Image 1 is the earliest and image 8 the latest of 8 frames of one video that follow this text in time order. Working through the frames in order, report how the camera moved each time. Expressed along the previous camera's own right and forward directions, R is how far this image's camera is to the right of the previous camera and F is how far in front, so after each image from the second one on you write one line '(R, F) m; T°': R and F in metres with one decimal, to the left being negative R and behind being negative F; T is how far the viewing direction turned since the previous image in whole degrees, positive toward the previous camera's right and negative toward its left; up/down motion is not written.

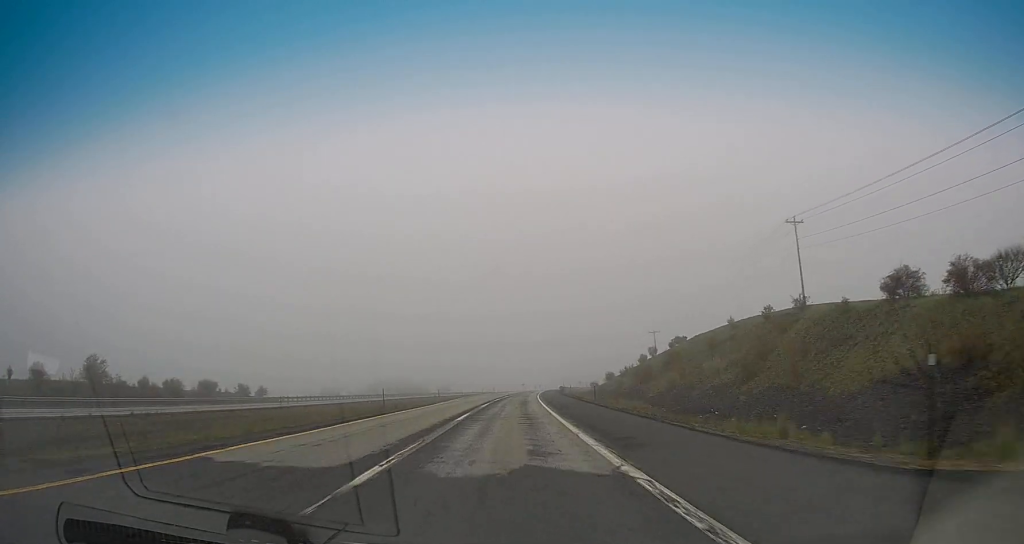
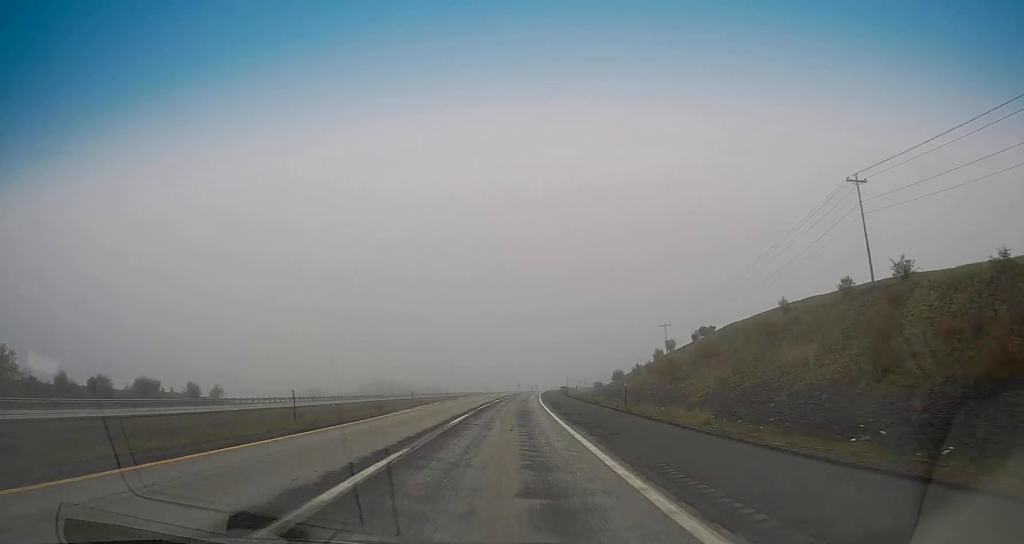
(0.0, +16.5) m; +1°
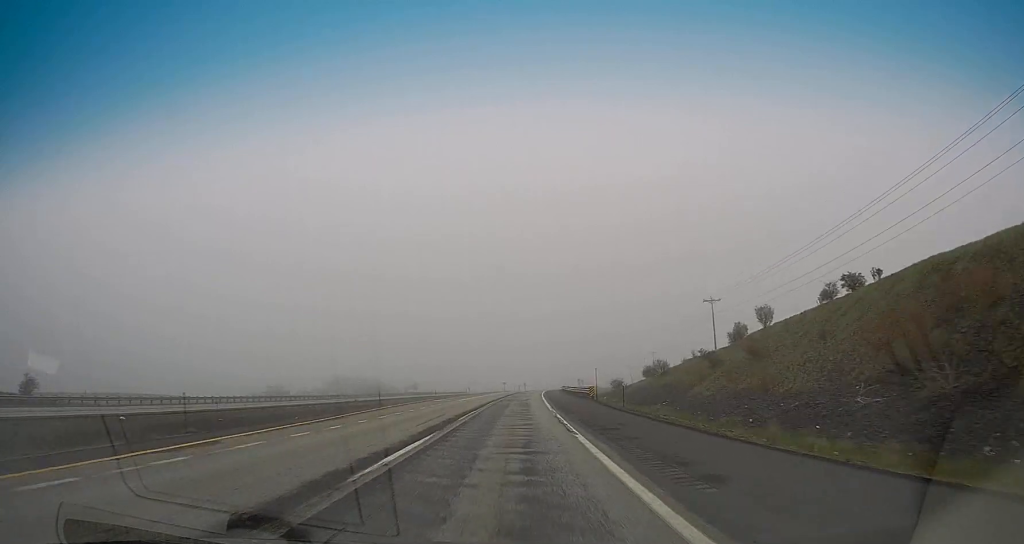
(+0.7, +41.7) m; +1°
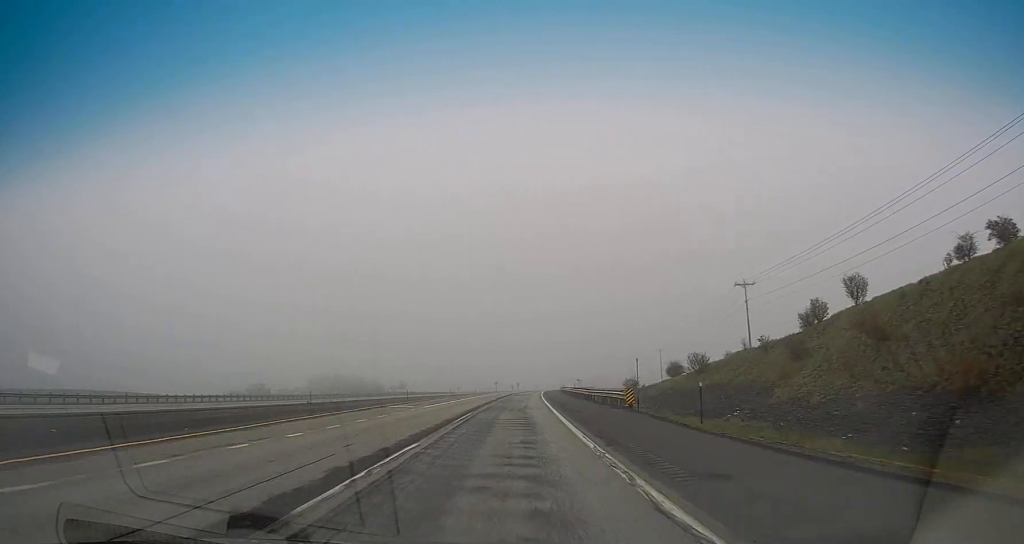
(0.0, +17.5) m; 0°
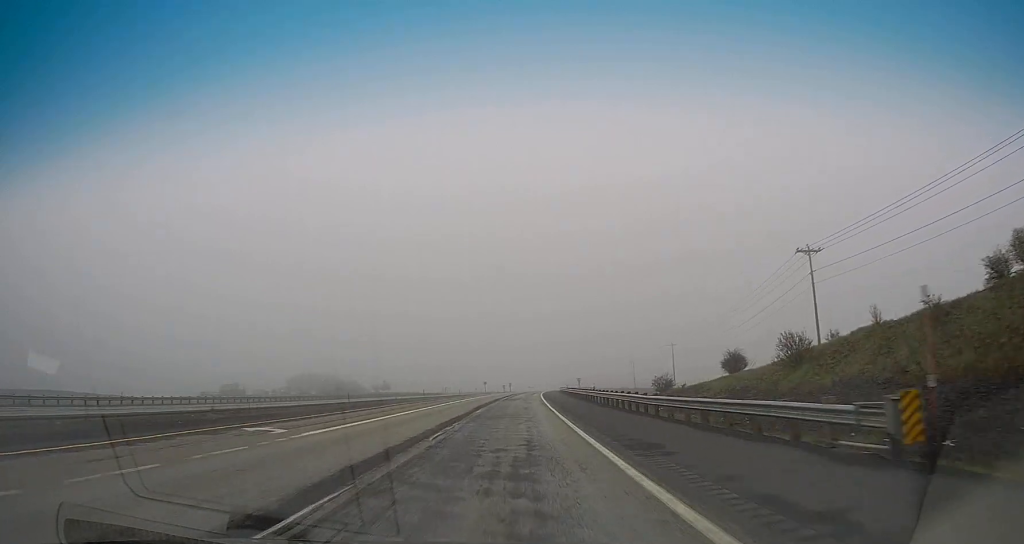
(0.0, +21.4) m; 0°
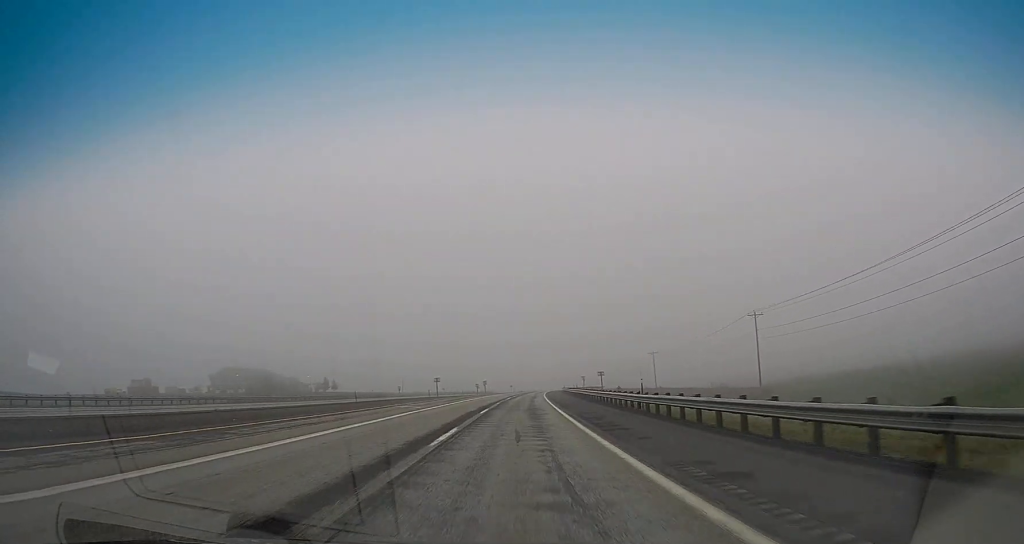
(+1.3, +62.5) m; +3°
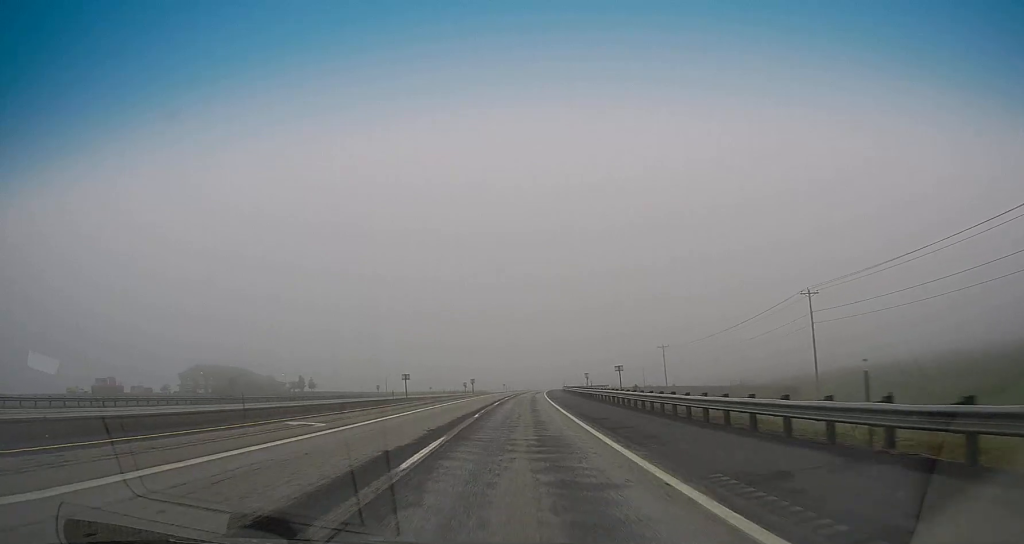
(+0.1, +19.5) m; +1°
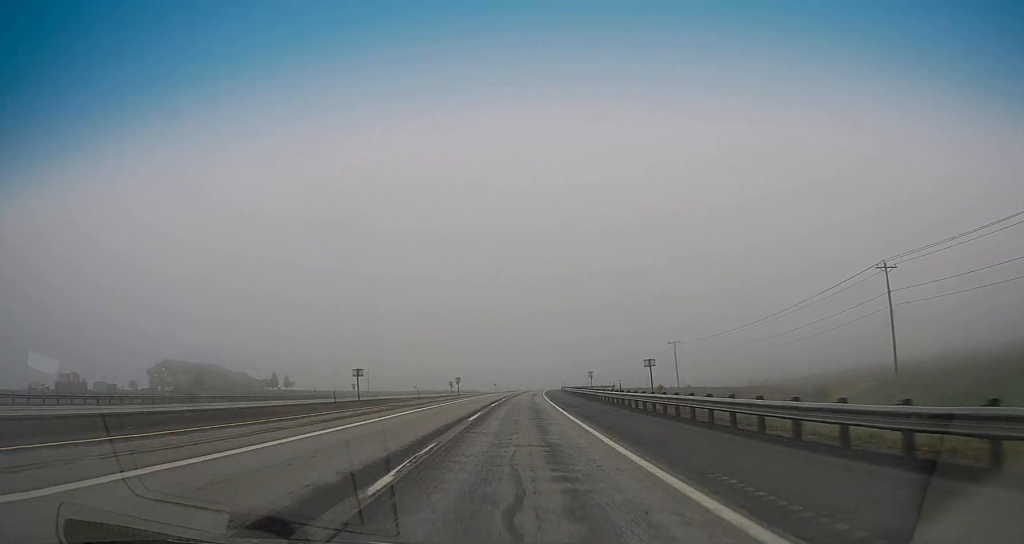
(+0.5, +17.6) m; +1°
